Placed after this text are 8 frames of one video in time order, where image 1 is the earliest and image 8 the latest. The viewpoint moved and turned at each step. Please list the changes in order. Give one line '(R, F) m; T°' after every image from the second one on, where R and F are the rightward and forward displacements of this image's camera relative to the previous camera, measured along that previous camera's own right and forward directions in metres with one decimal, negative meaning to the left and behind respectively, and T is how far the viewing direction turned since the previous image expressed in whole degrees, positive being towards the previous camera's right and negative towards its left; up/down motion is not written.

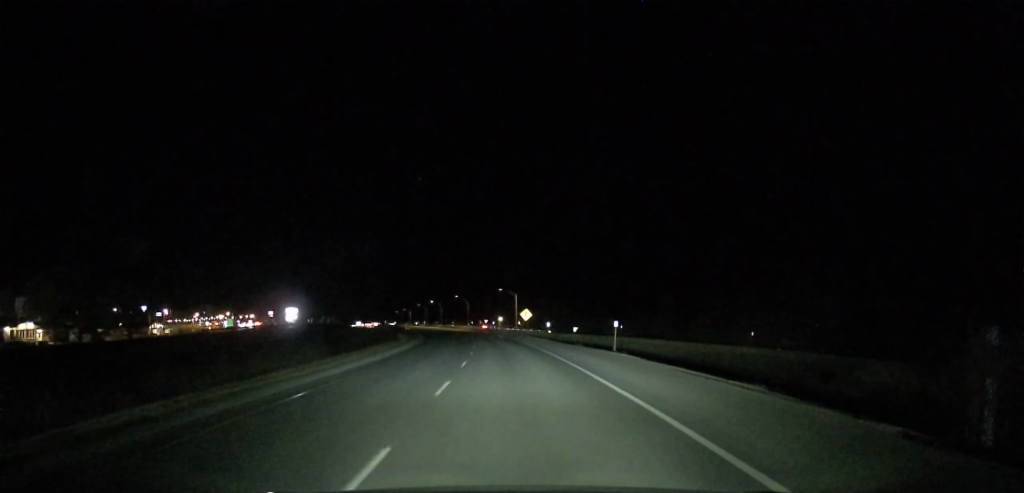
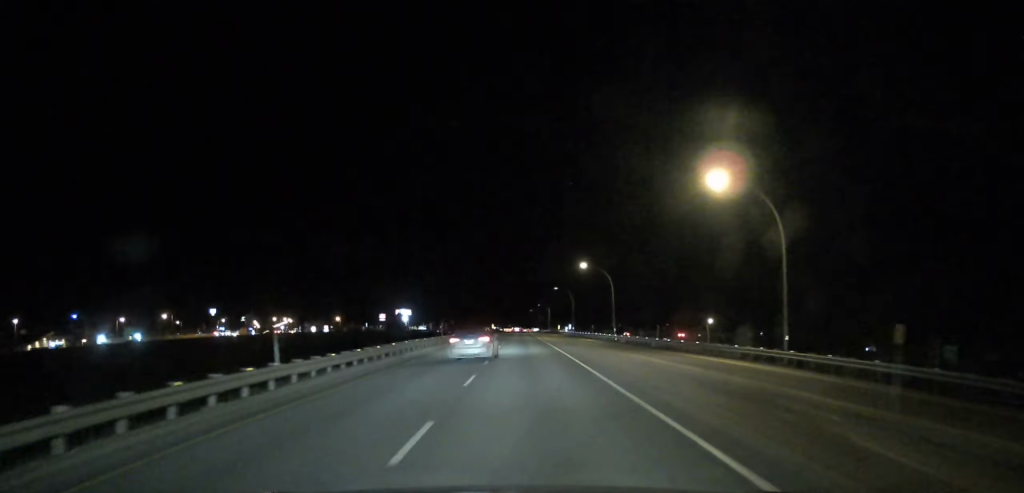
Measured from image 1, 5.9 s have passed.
(-19.2, +159.9) m; -10°
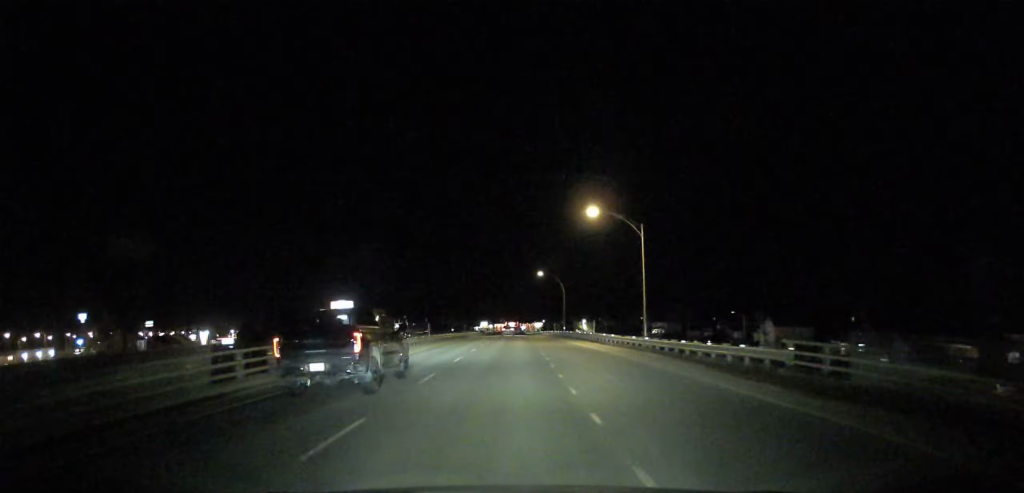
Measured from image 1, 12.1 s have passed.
(-5.0, +179.9) m; -2°
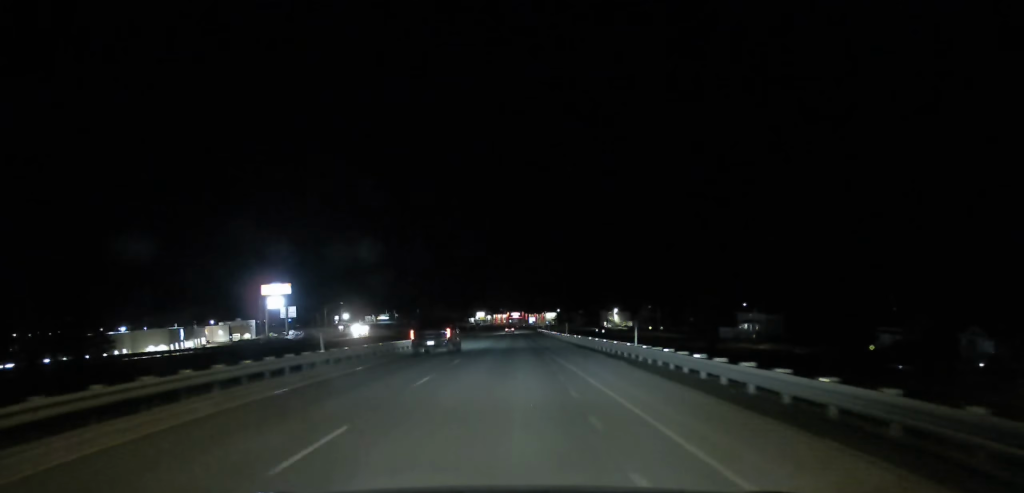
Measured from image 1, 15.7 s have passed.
(-0.6, +107.4) m; -2°
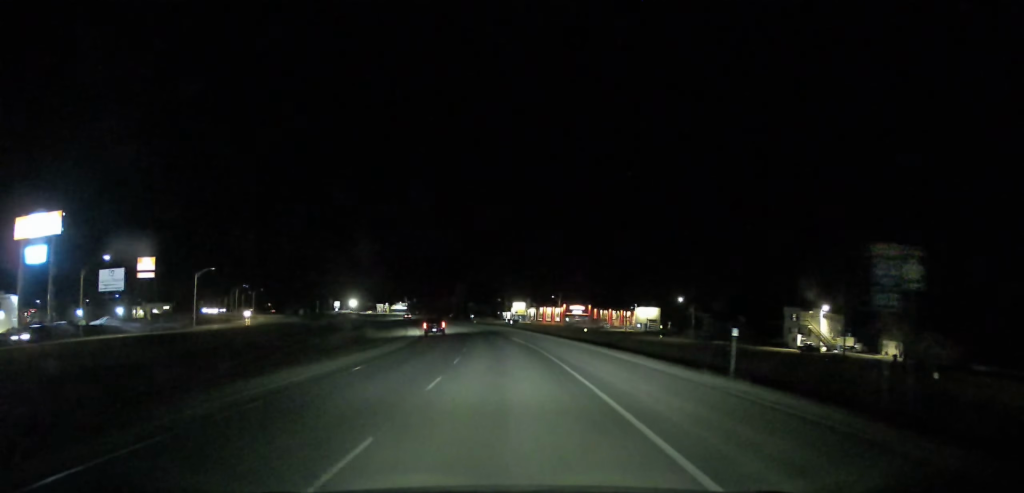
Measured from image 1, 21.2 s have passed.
(-4.9, +164.1) m; -8°
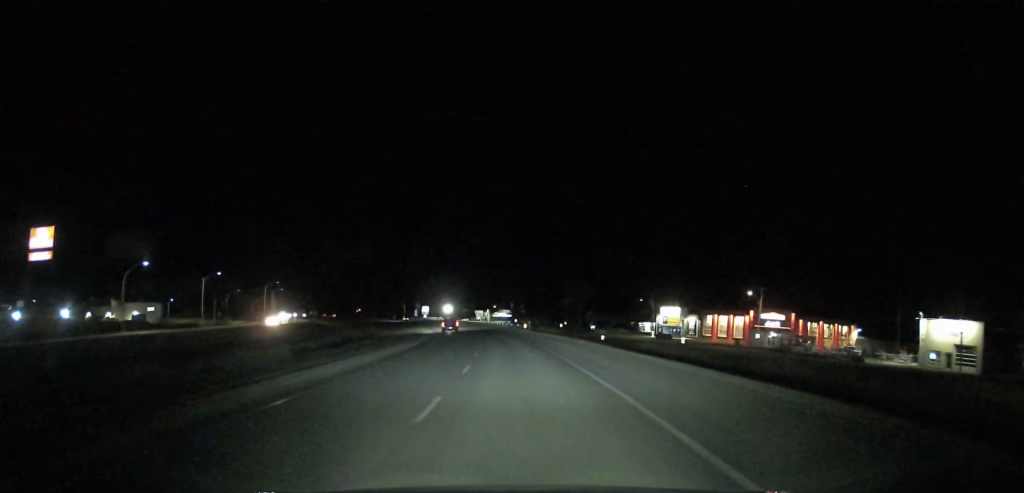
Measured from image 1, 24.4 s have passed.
(-7.6, +92.8) m; -8°
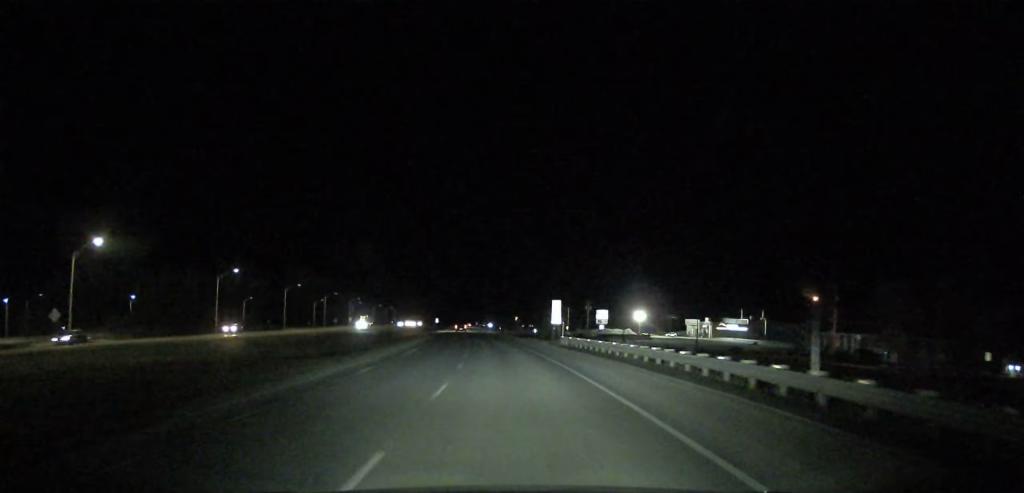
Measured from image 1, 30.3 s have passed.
(-23.5, +172.6) m; -13°
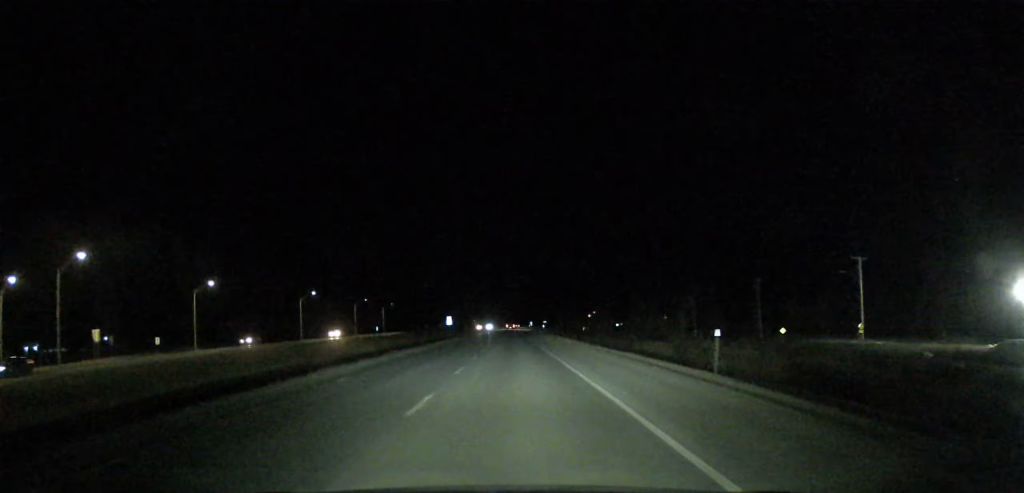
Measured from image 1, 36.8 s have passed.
(-14.9, +203.2) m; -5°
